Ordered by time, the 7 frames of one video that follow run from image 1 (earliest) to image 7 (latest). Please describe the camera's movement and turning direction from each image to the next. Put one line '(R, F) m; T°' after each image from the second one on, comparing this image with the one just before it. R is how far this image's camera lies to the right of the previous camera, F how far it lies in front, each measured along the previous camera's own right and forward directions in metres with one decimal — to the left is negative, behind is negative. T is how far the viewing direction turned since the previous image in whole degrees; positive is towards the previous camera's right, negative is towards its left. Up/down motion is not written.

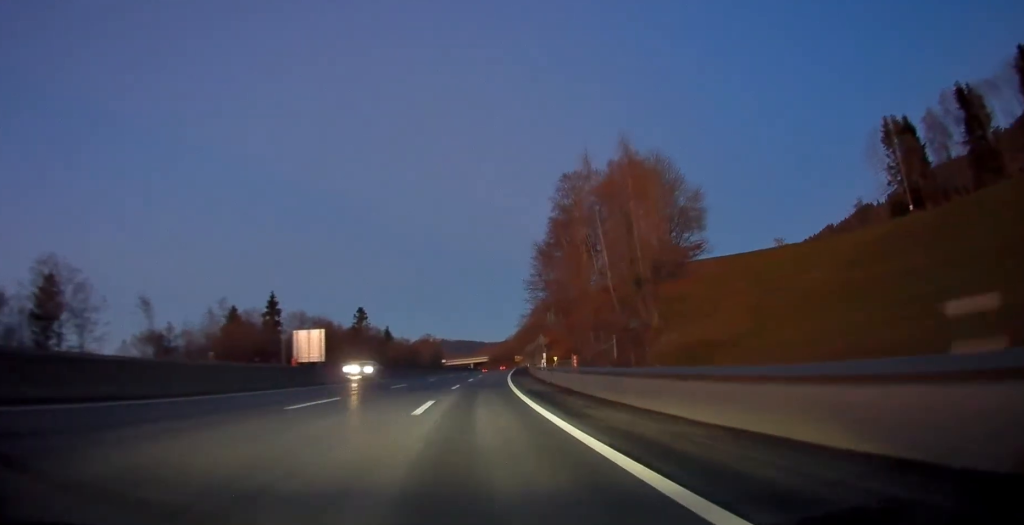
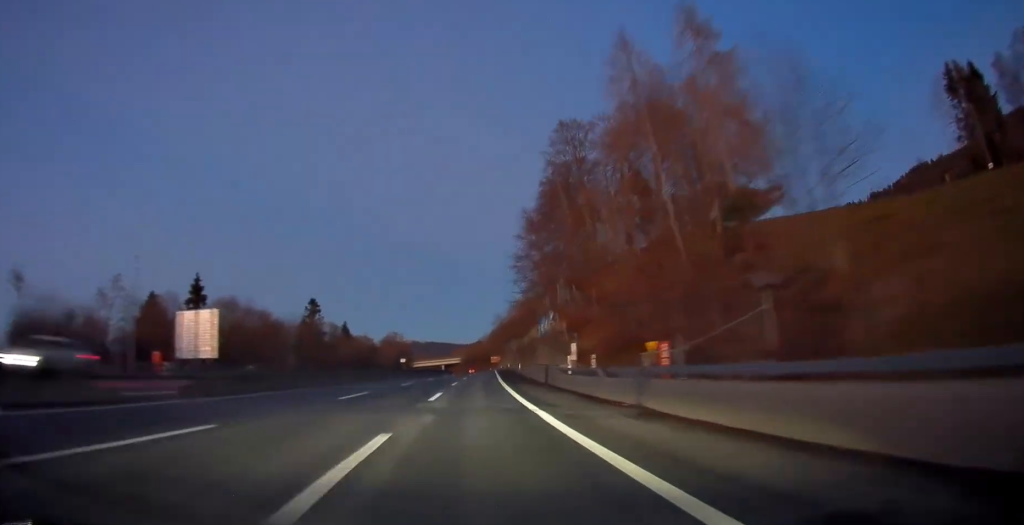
(+0.4, +28.8) m; +3°
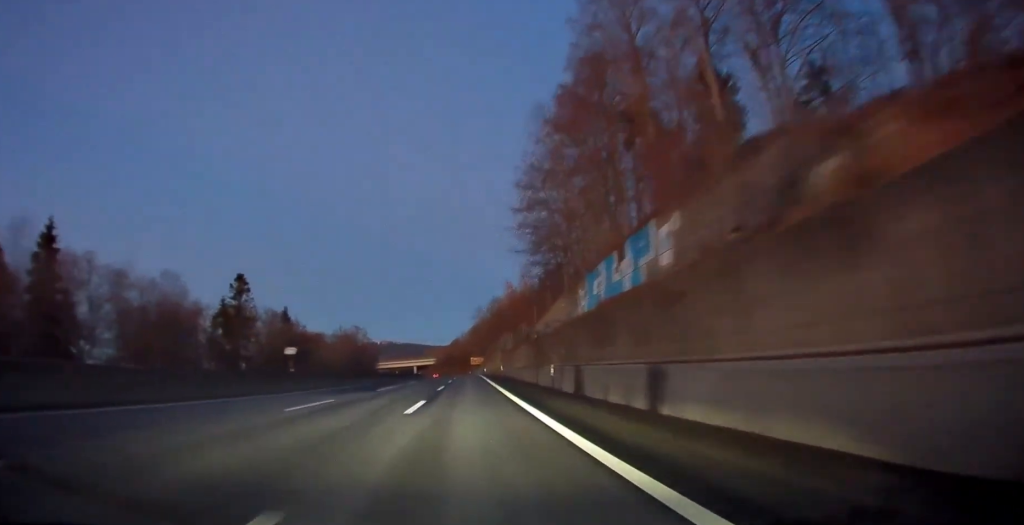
(+1.7, +41.7) m; +3°
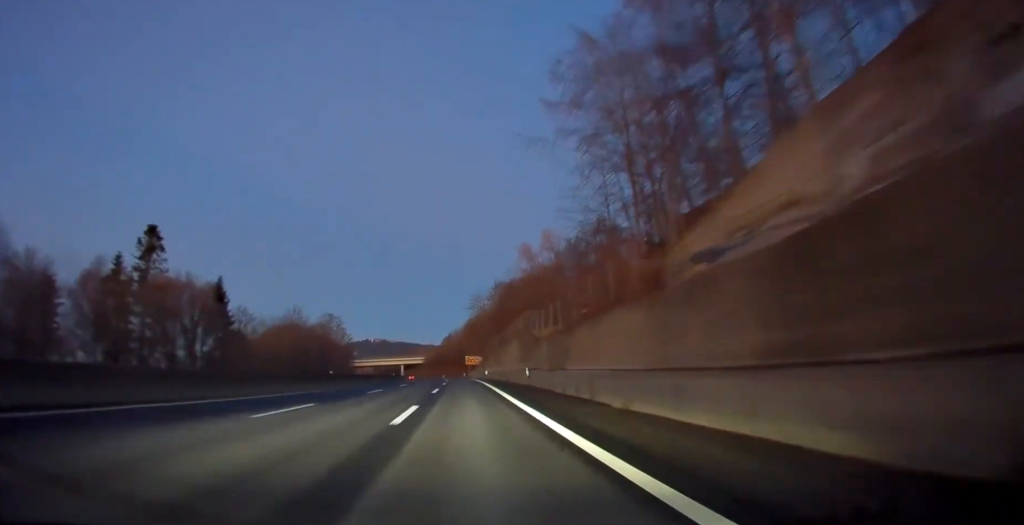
(+0.6, +39.7) m; +1°
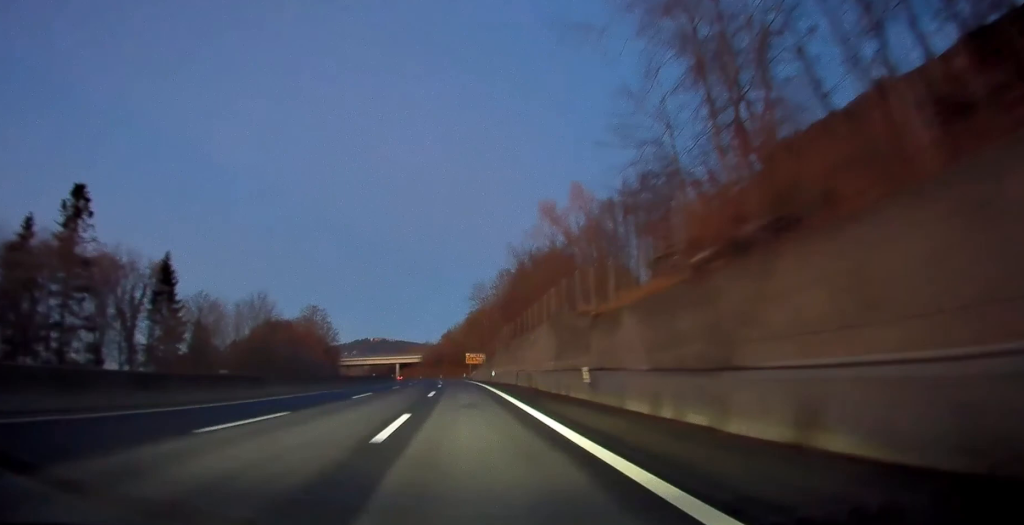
(+0.1, +20.4) m; 0°
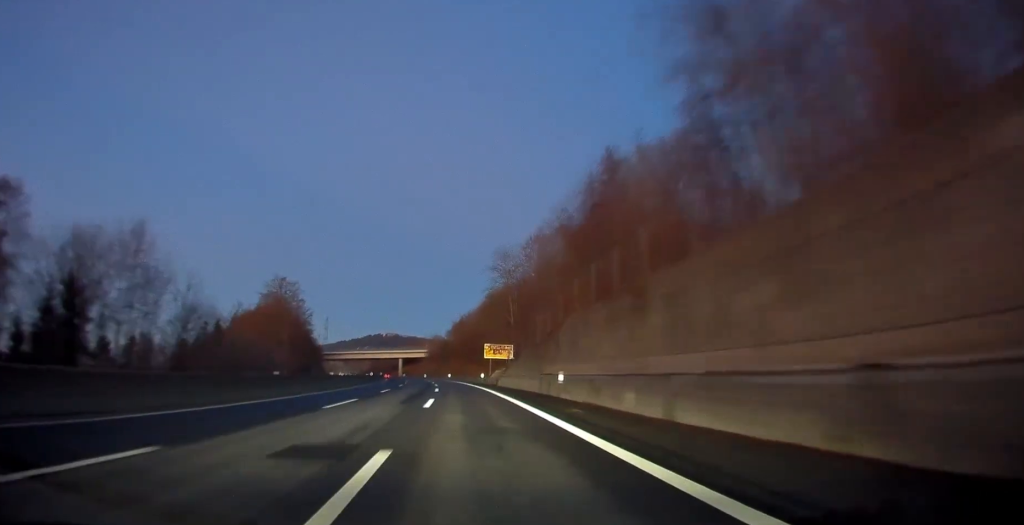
(0.0, +43.1) m; 0°
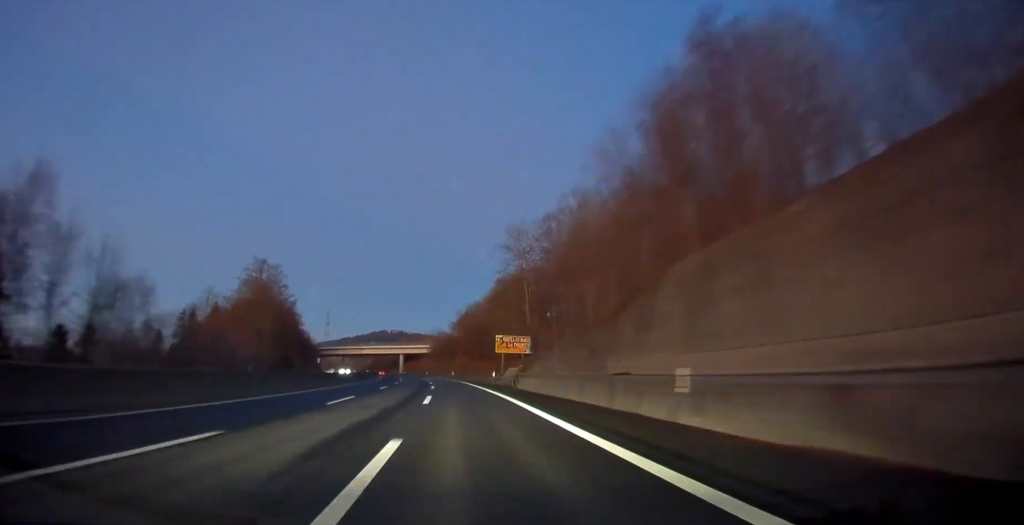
(0.0, +17.3) m; 0°
